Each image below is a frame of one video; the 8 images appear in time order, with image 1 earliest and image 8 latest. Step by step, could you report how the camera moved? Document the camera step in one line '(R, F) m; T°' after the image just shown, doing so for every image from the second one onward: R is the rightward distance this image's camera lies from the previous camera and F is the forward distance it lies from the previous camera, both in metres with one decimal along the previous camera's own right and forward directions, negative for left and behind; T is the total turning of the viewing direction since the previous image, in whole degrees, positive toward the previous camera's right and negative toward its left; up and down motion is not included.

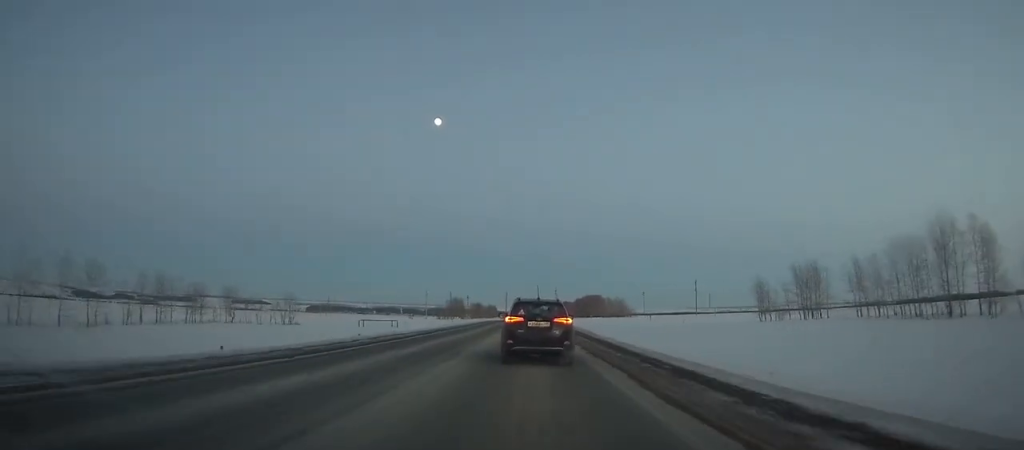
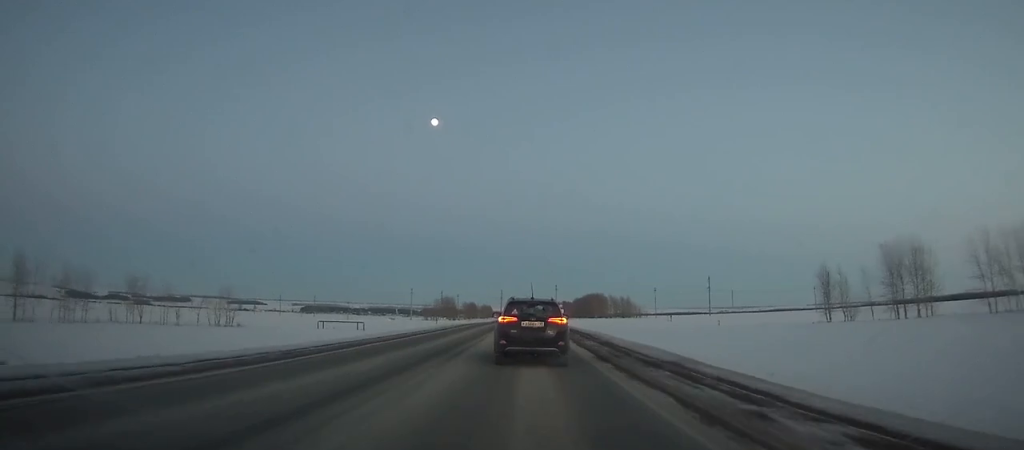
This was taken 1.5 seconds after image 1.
(0.0, +28.9) m; 0°
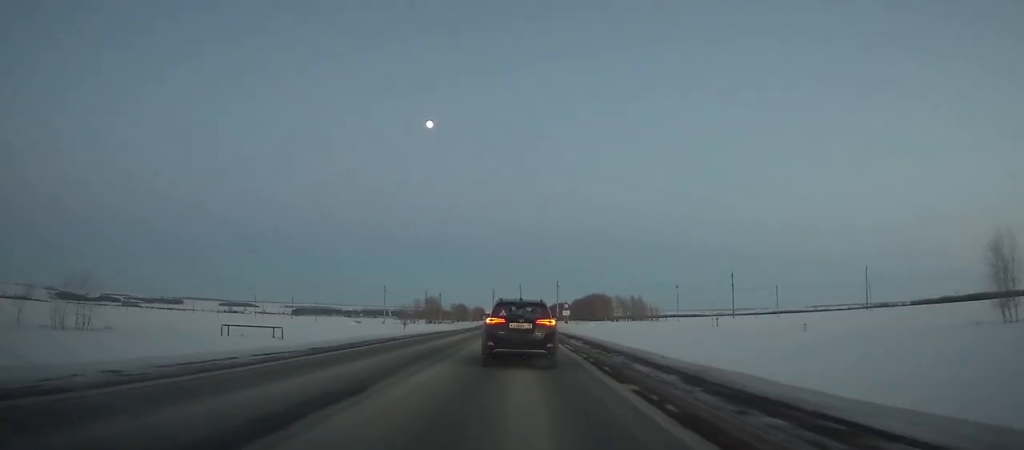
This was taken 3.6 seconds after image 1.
(0.0, +40.3) m; 0°
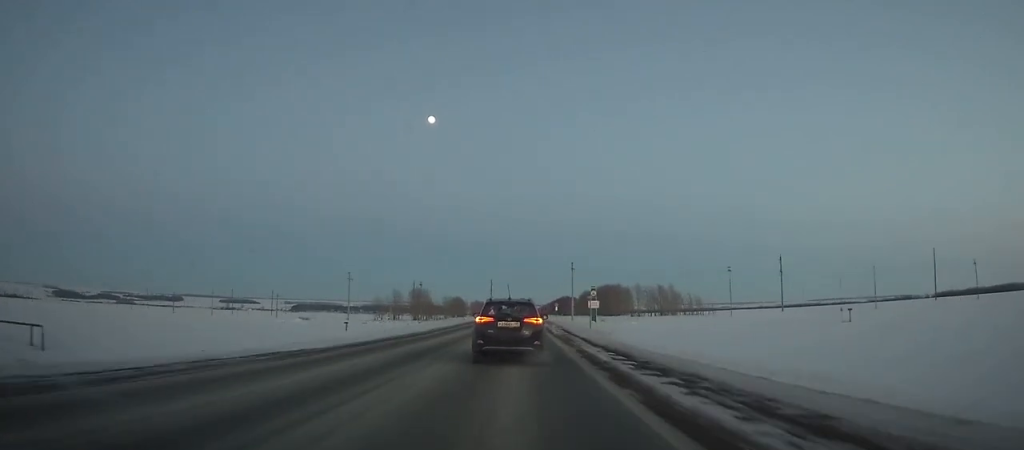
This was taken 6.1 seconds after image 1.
(+0.1, +47.4) m; 0°
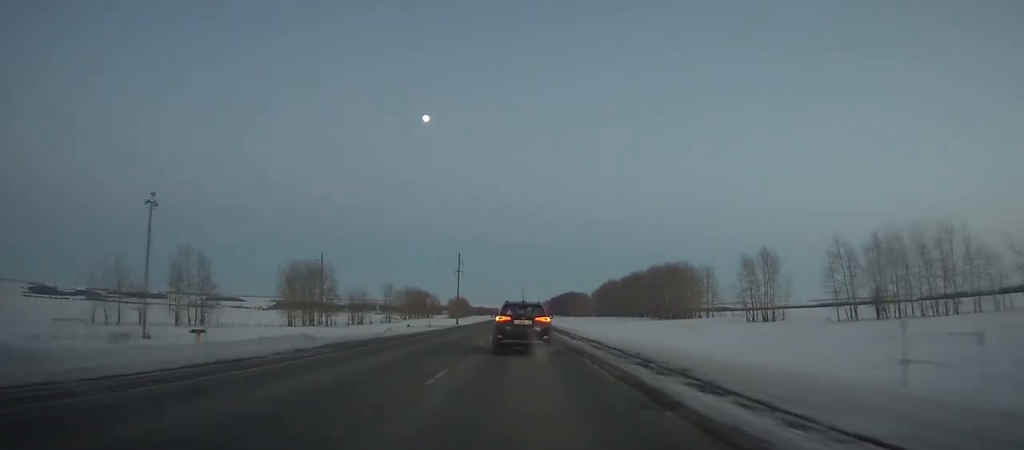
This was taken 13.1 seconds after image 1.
(-0.1, +132.8) m; 0°
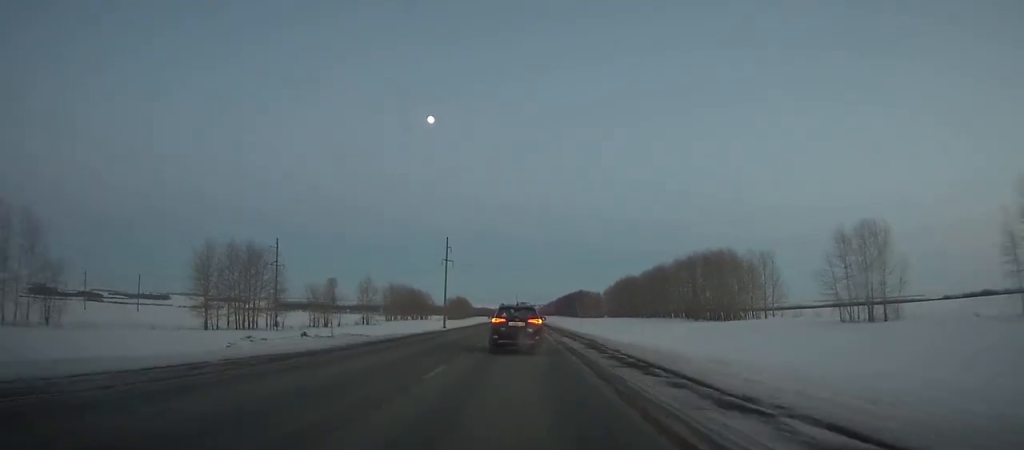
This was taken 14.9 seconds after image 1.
(+0.1, +34.8) m; 0°
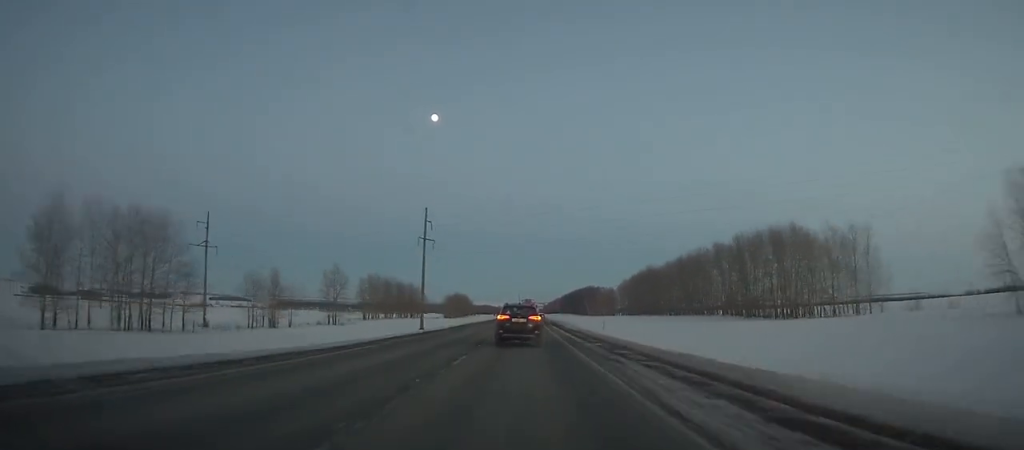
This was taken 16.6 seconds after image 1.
(-0.2, +33.7) m; 0°
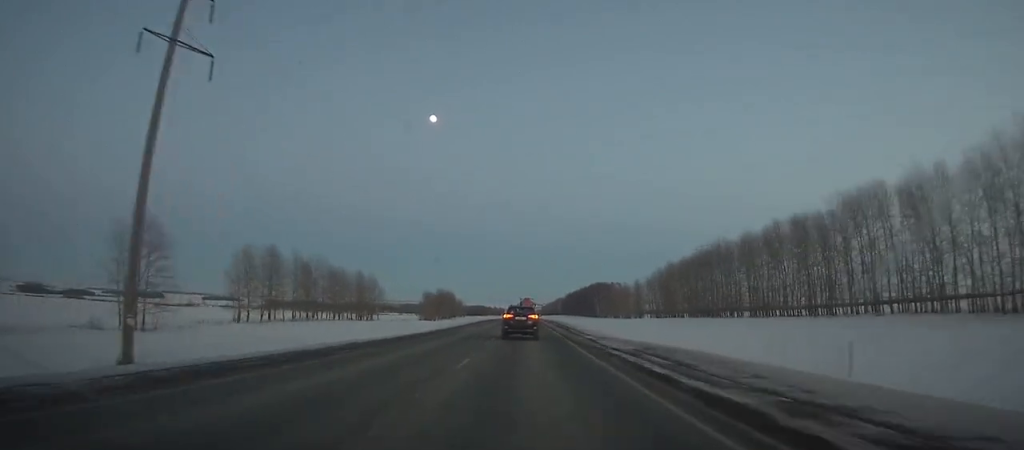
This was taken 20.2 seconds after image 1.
(+0.2, +72.8) m; +1°
